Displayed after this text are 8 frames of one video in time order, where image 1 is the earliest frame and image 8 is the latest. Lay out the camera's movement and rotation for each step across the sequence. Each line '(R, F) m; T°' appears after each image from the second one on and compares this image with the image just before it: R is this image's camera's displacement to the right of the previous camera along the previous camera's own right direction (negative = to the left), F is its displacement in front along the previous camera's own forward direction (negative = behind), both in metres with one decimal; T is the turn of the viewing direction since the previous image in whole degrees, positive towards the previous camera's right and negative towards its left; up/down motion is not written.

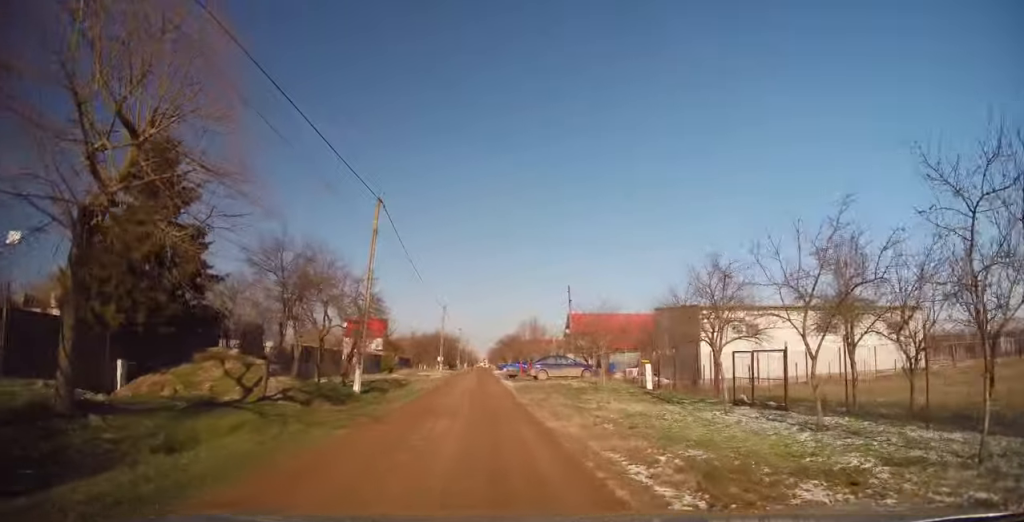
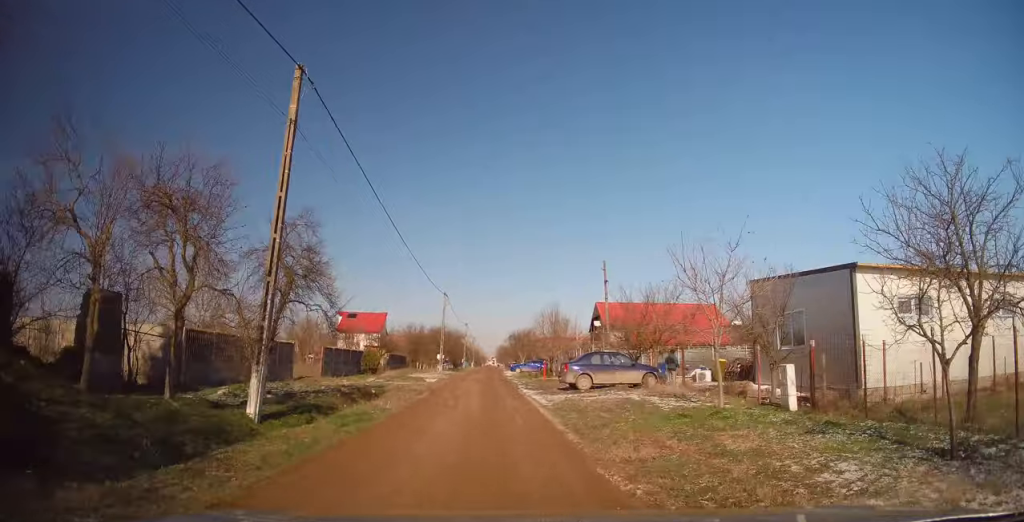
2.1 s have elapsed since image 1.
(-0.2, +12.0) m; -1°
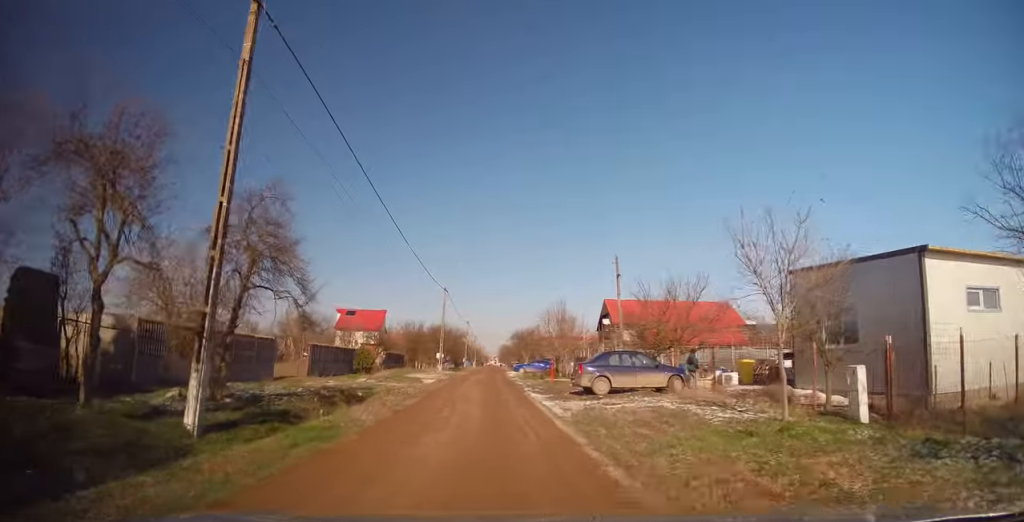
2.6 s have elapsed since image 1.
(0.0, +3.0) m; 0°
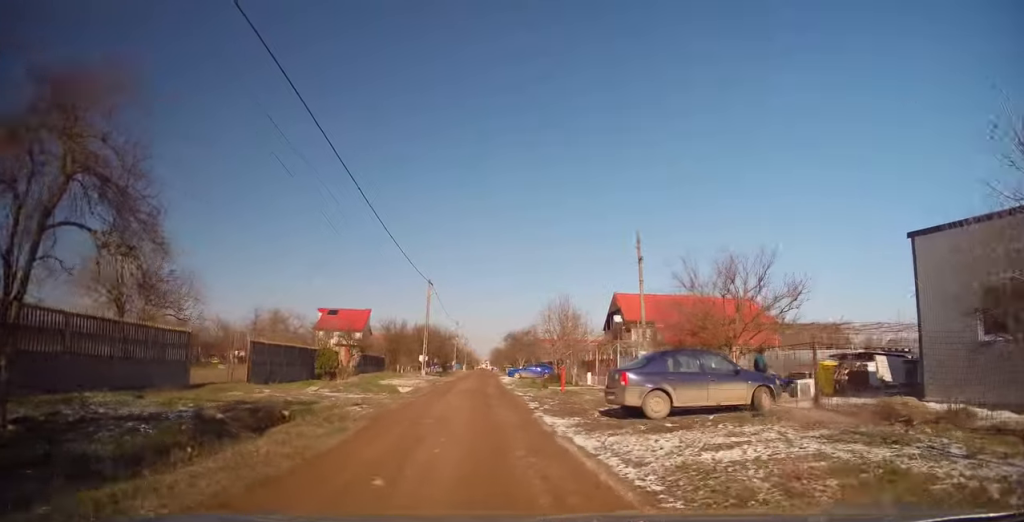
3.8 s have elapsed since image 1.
(0.0, +6.9) m; 0°
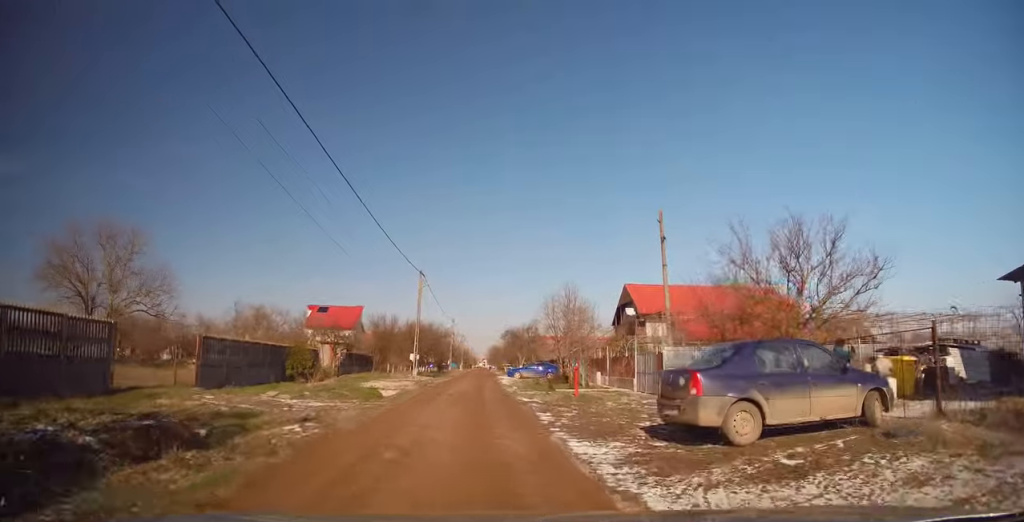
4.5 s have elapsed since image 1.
(0.0, +4.0) m; +1°
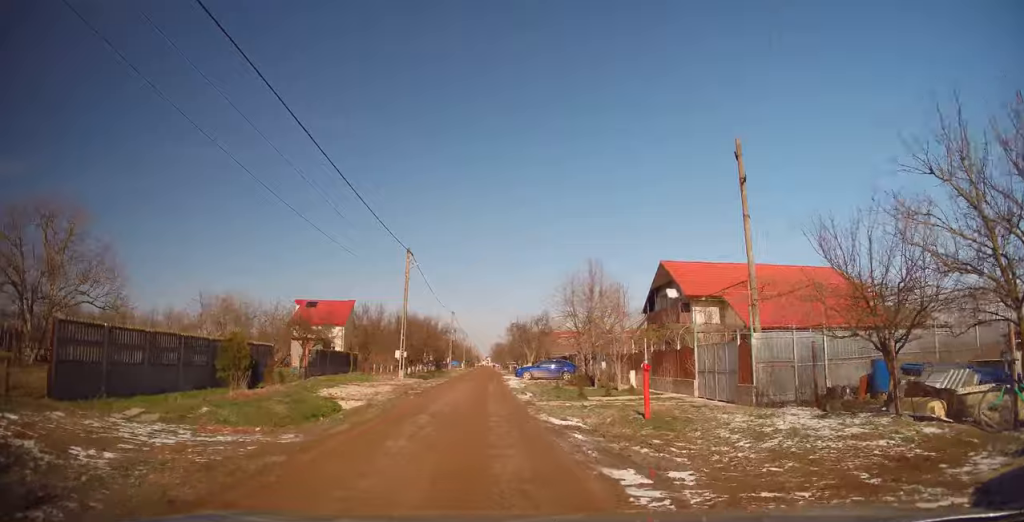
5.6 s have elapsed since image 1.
(+0.1, +7.1) m; +2°
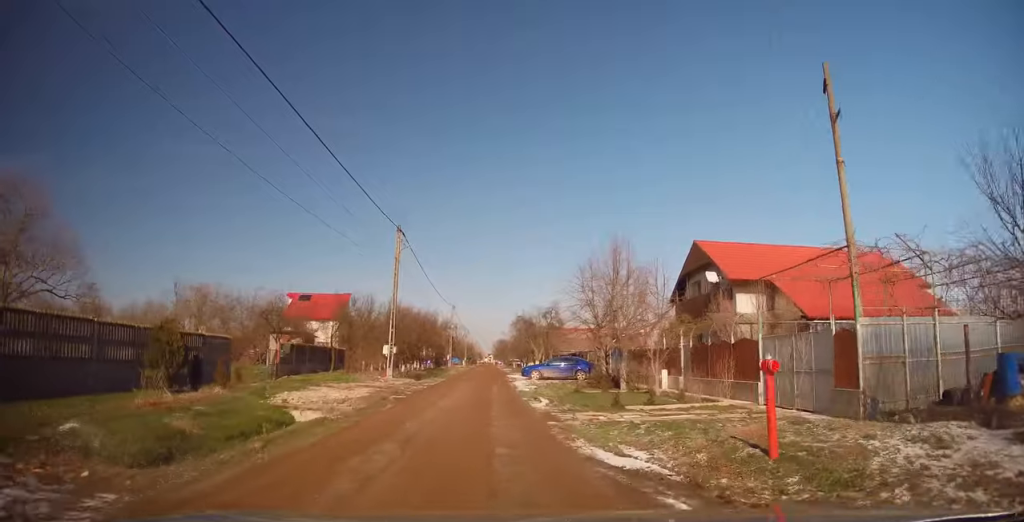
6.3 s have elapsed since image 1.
(+0.2, +4.4) m; -1°
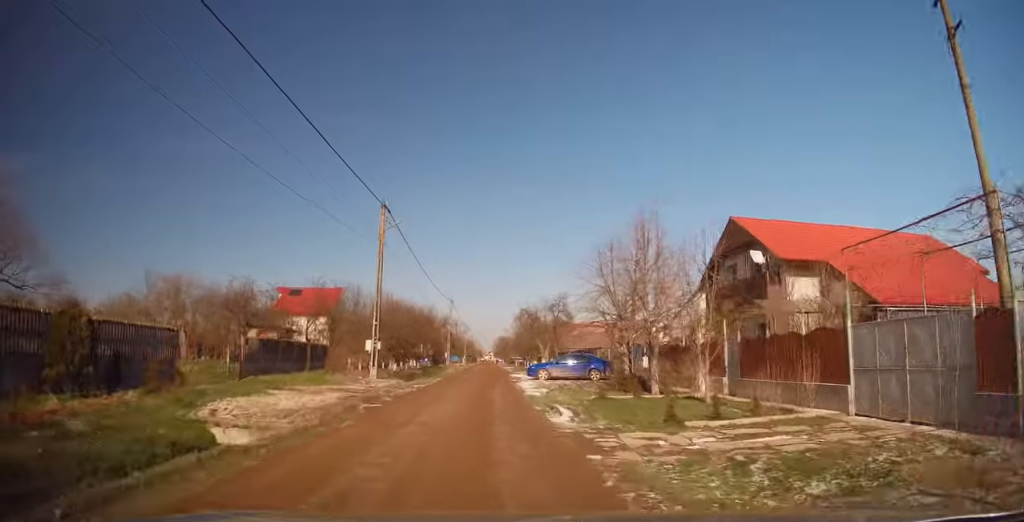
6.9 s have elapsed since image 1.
(-0.2, +4.0) m; 0°
